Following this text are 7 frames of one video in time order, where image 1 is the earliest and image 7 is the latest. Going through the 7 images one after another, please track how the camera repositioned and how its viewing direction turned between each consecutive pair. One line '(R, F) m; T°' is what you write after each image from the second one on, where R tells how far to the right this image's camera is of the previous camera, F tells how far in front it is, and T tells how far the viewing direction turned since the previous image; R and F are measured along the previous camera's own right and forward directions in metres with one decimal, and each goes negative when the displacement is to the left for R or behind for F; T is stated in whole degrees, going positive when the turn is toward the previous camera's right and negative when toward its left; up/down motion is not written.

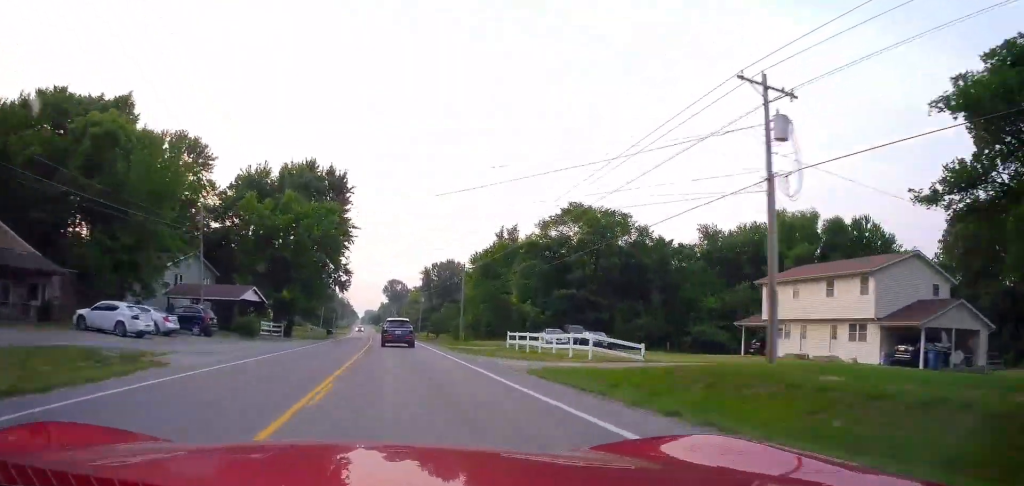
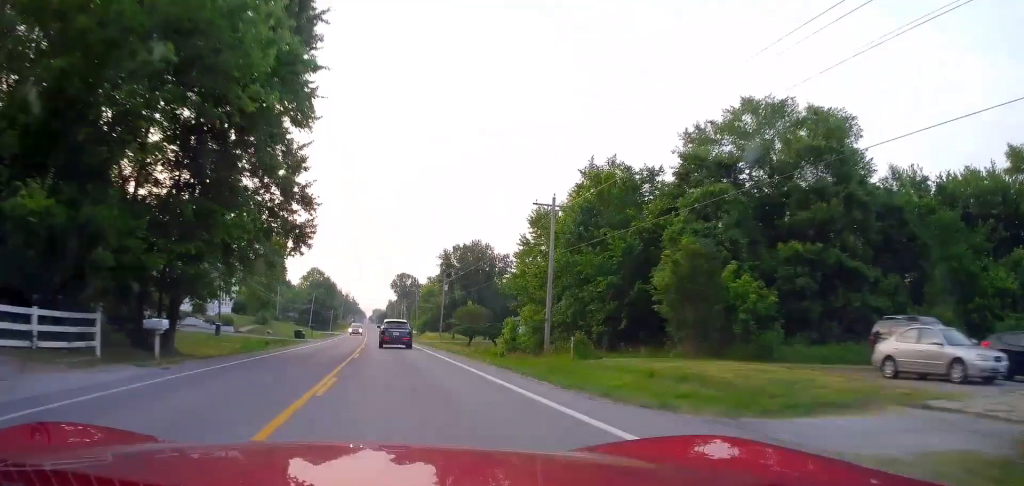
(-0.7, +35.7) m; -1°
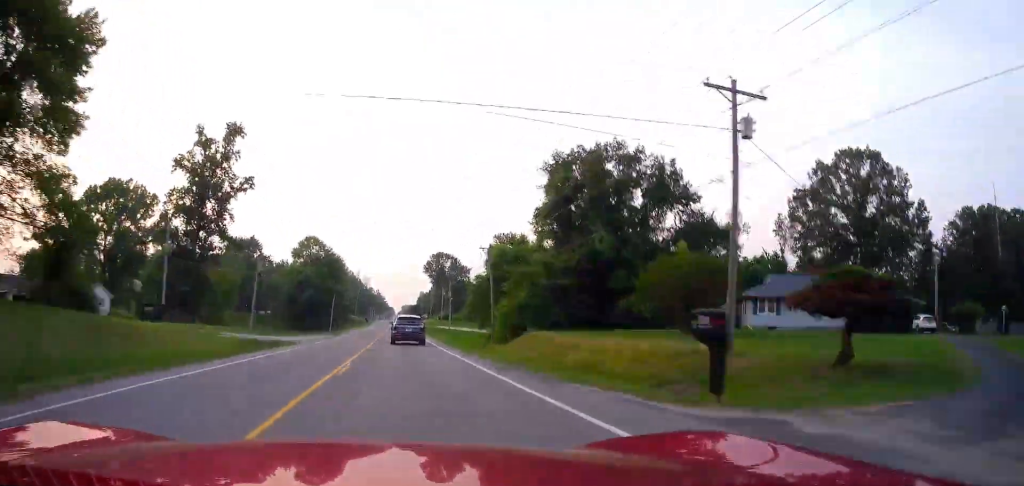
(-0.6, +69.1) m; -2°
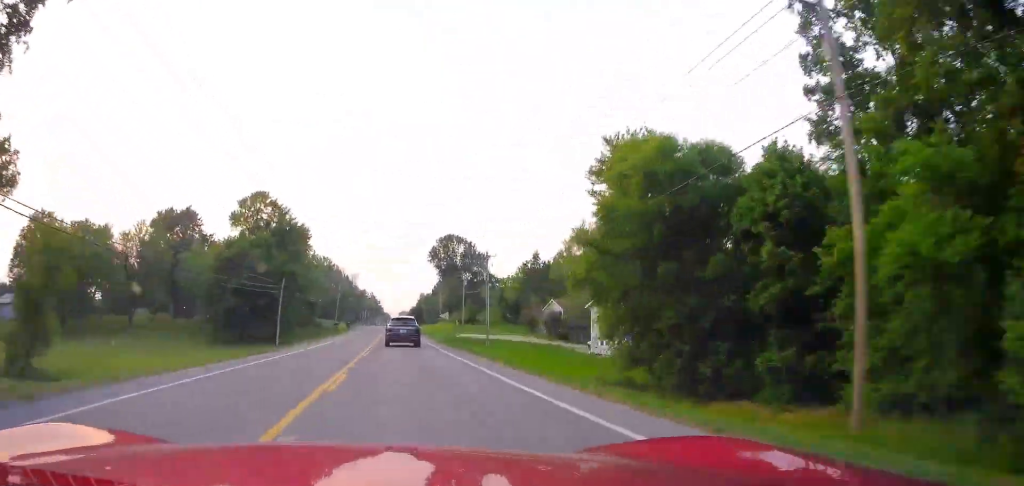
(-0.8, +50.2) m; -1°
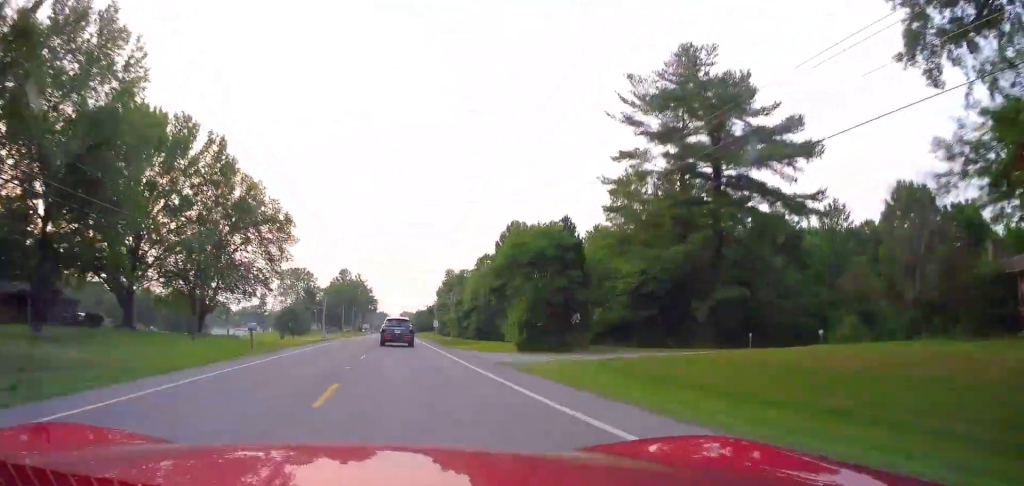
(+0.2, +159.7) m; 0°
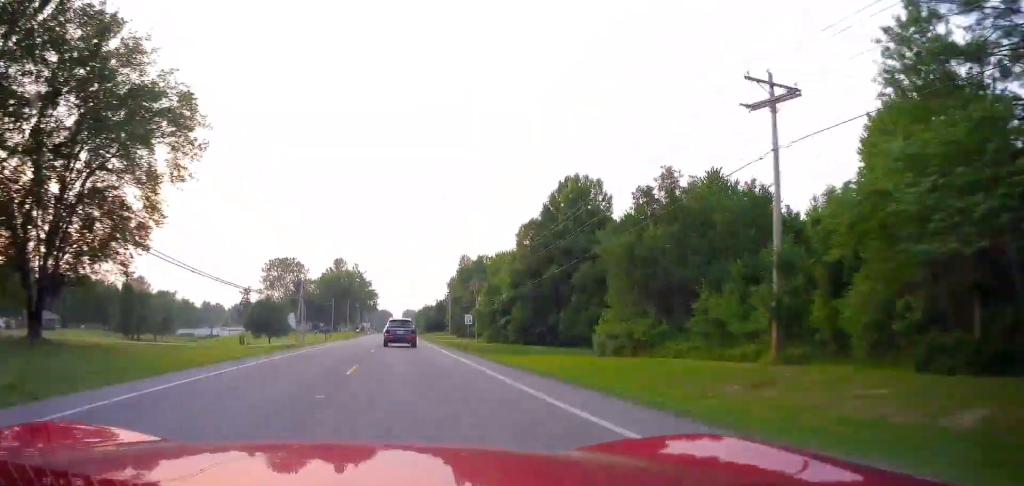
(-0.1, +31.2) m; 0°
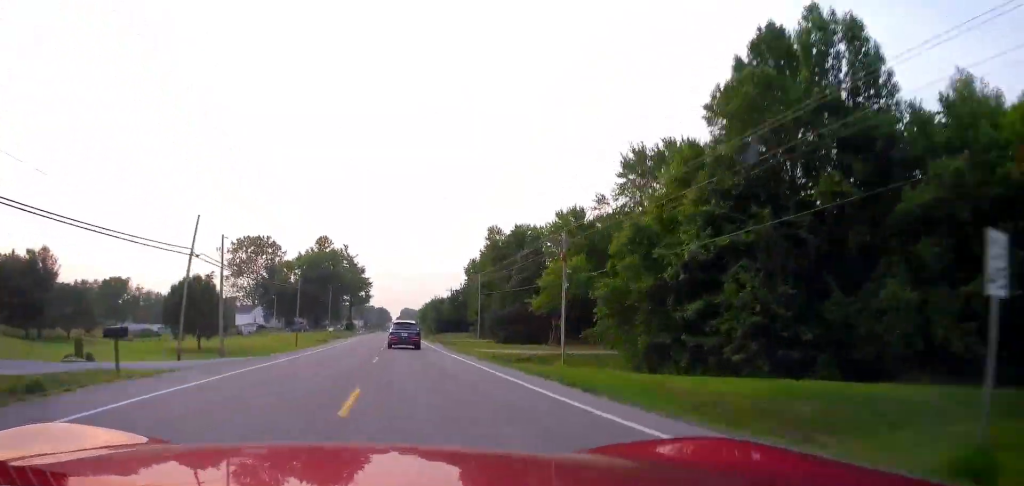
(-0.2, +42.4) m; 0°
